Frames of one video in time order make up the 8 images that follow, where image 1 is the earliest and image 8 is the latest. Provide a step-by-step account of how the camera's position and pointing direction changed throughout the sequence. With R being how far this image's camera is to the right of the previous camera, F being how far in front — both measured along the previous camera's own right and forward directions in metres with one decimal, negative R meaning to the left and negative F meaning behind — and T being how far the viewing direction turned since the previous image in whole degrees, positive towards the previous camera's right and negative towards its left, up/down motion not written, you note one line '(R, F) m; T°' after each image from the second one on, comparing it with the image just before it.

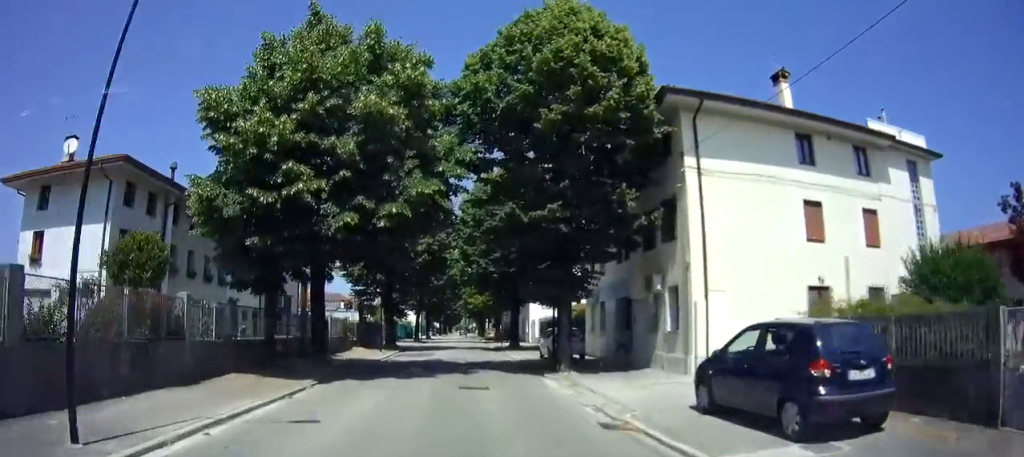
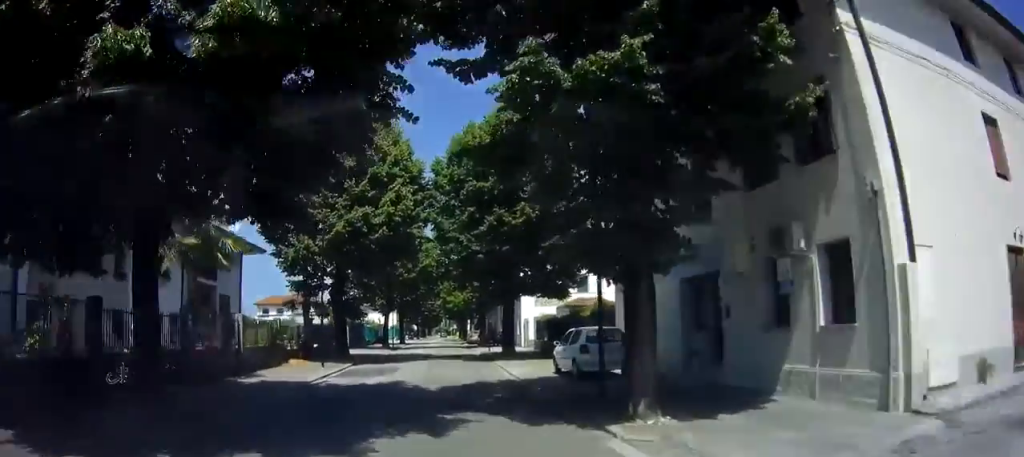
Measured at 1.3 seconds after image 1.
(+0.2, +8.9) m; +2°
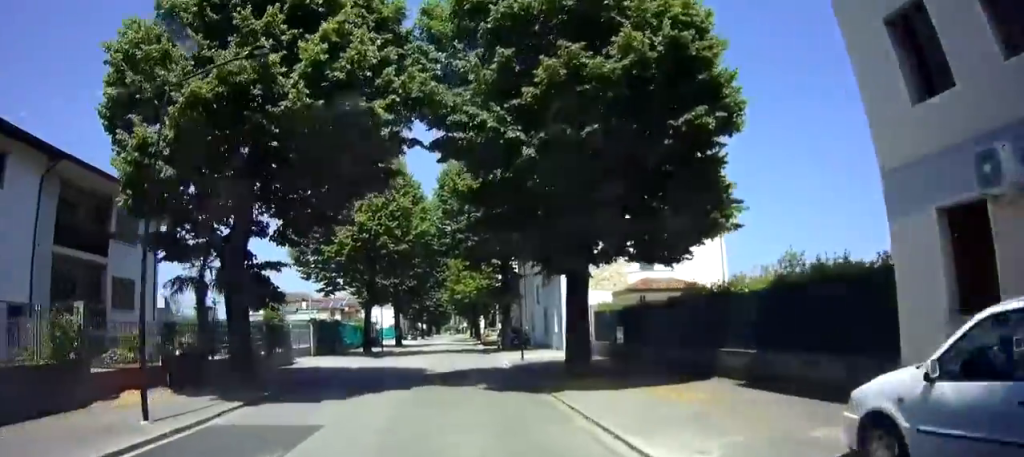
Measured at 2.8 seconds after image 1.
(-0.1, +12.6) m; -3°
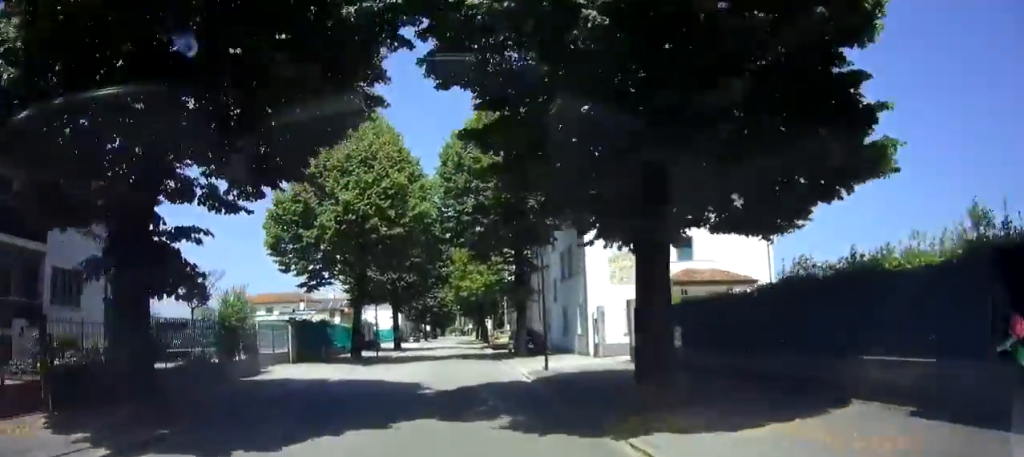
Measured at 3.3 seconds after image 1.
(0.0, +4.2) m; -1°
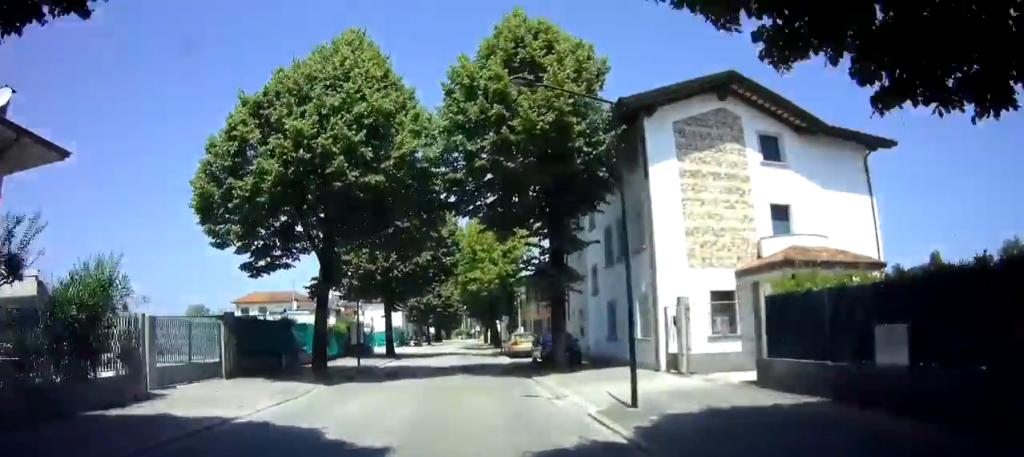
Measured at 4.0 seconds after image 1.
(-0.1, +7.6) m; 0°
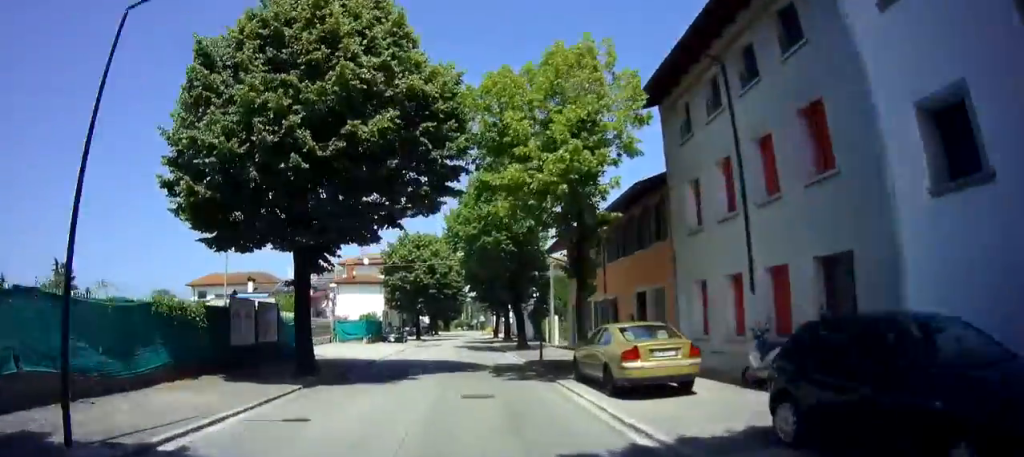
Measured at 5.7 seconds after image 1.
(+0.3, +18.2) m; +1°
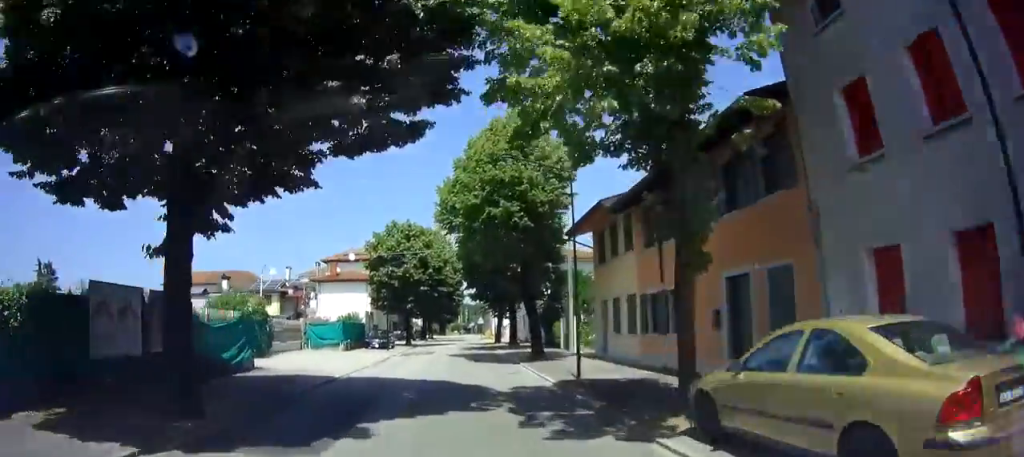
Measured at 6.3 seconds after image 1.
(+0.1, +7.3) m; -1°
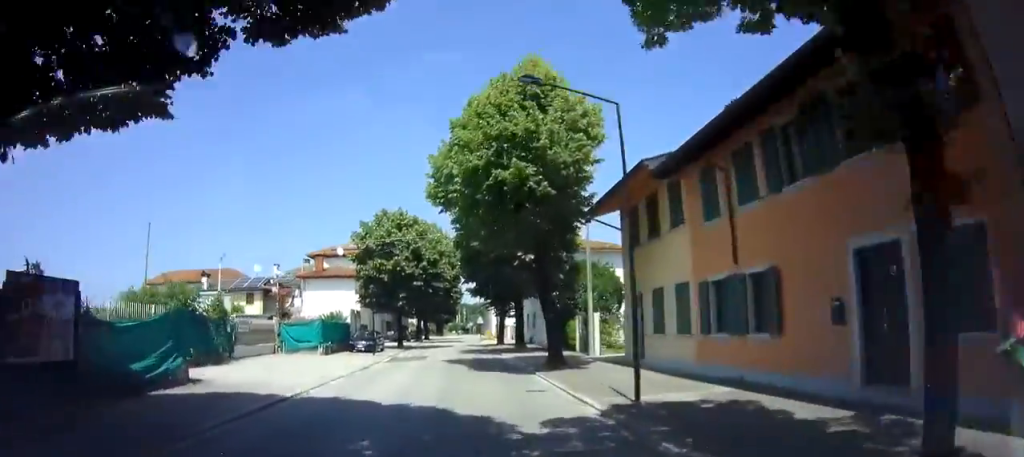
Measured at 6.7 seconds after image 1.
(-0.1, +5.0) m; 0°
